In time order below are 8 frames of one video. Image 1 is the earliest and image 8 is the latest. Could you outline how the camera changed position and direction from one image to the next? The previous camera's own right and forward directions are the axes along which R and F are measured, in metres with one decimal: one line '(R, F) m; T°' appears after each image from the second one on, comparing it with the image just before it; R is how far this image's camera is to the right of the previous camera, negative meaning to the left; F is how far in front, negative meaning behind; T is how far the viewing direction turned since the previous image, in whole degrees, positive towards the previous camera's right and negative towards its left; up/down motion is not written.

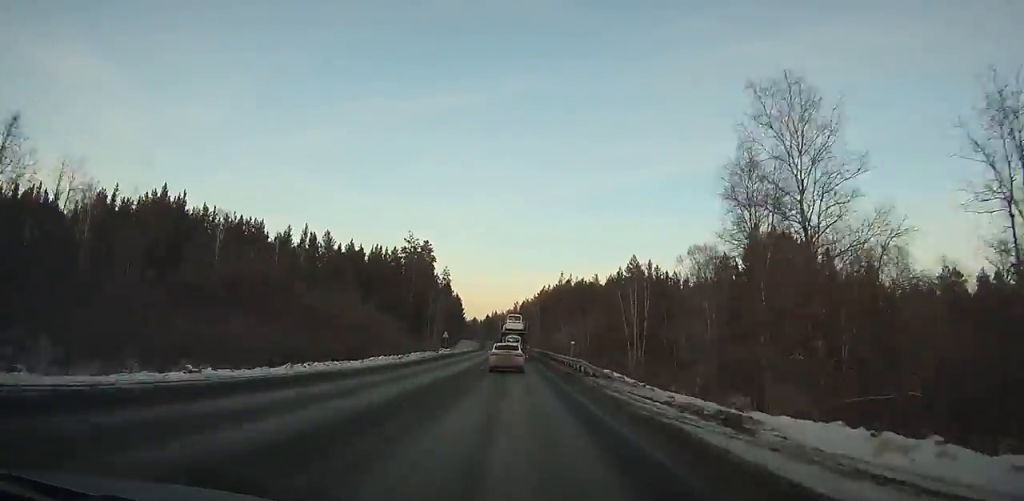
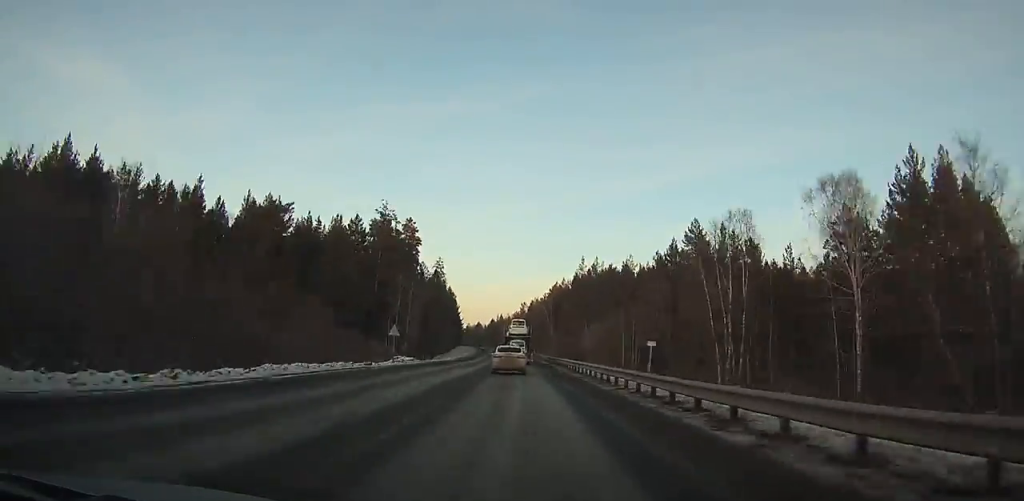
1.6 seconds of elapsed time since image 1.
(-0.2, +36.1) m; -1°
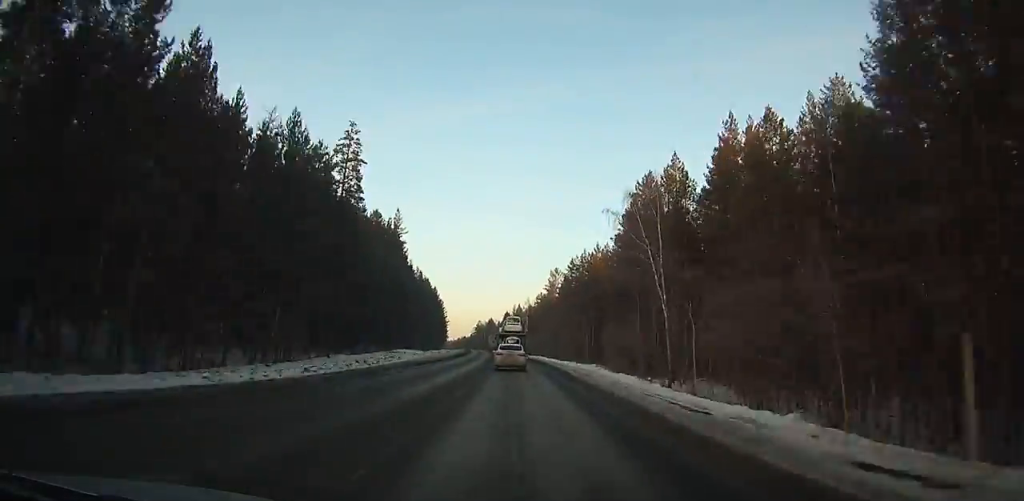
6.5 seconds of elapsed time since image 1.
(-2.3, +104.9) m; -3°
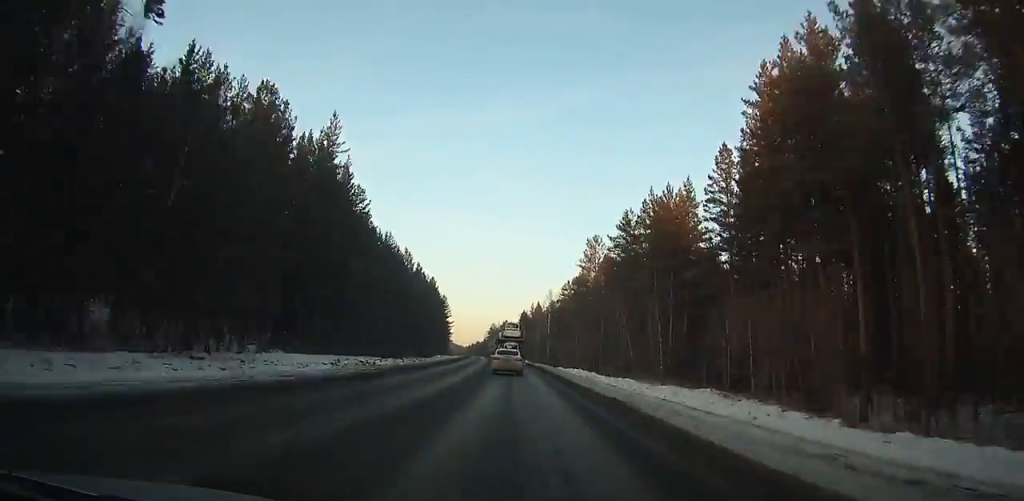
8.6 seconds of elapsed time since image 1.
(-0.6, +42.7) m; -2°
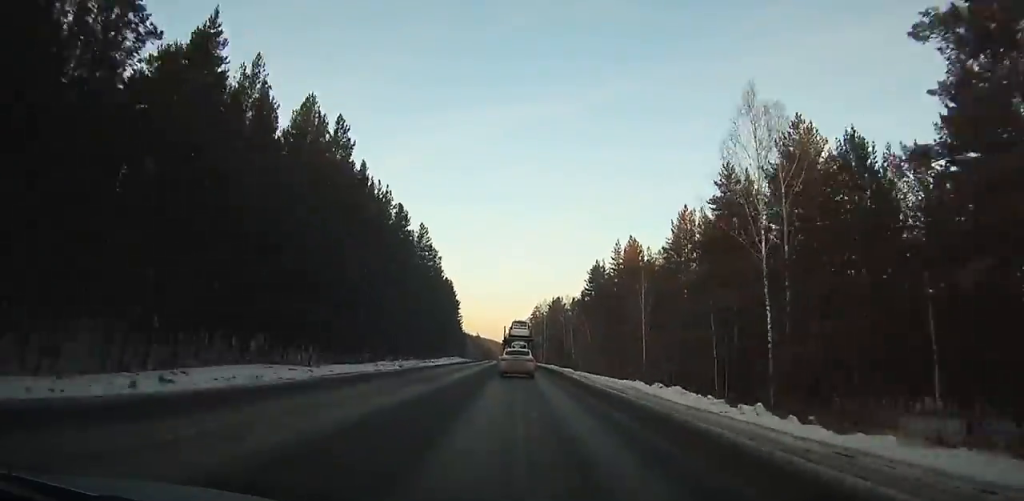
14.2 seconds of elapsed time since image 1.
(-4.4, +112.5) m; -4°
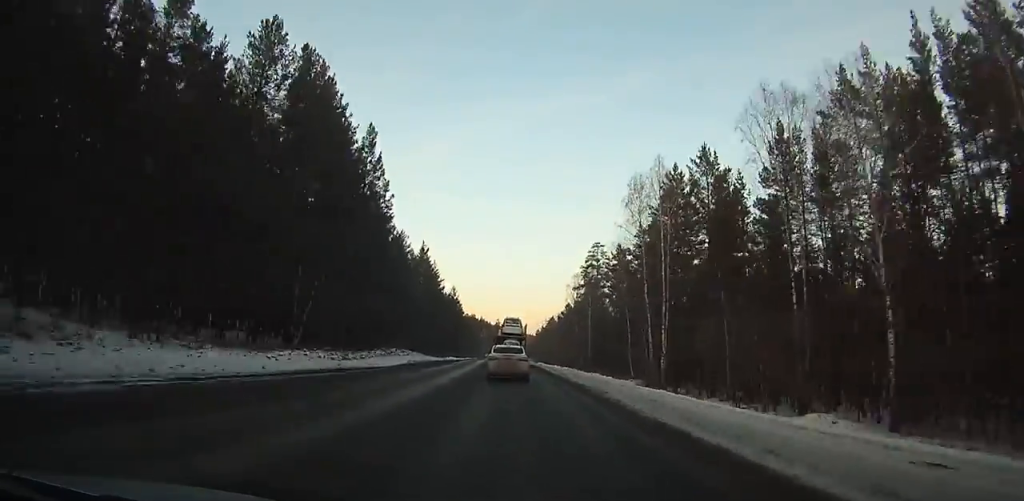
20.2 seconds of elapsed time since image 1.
(-3.3, +125.2) m; -3°
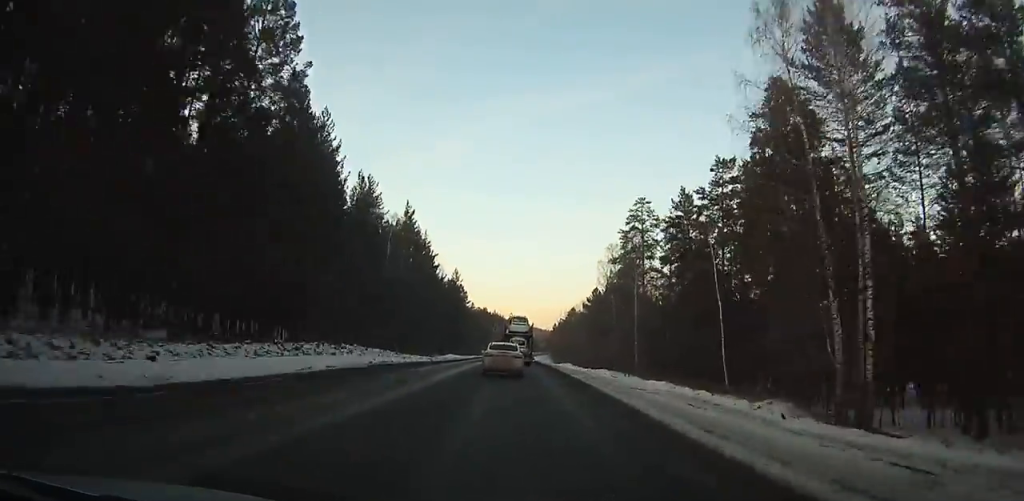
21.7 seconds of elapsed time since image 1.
(-0.4, +31.7) m; 0°
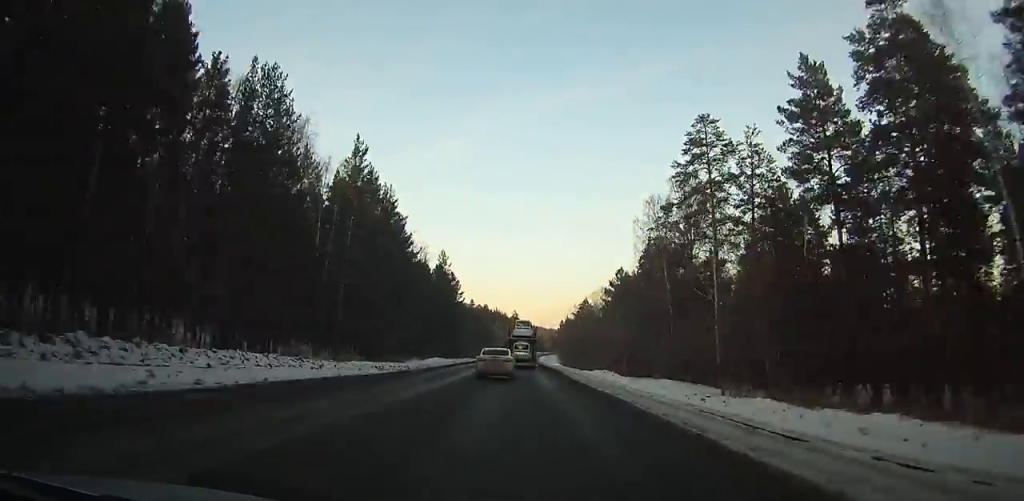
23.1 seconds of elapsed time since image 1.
(-0.2, +29.7) m; 0°
